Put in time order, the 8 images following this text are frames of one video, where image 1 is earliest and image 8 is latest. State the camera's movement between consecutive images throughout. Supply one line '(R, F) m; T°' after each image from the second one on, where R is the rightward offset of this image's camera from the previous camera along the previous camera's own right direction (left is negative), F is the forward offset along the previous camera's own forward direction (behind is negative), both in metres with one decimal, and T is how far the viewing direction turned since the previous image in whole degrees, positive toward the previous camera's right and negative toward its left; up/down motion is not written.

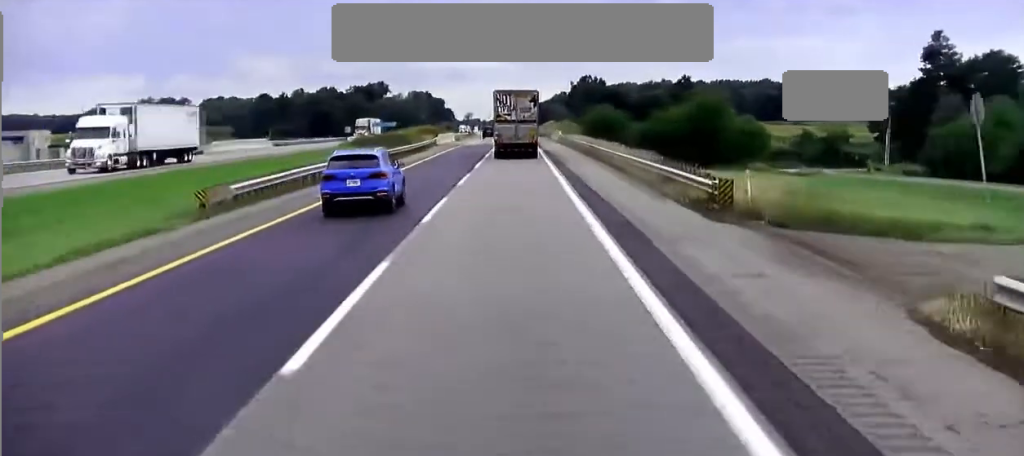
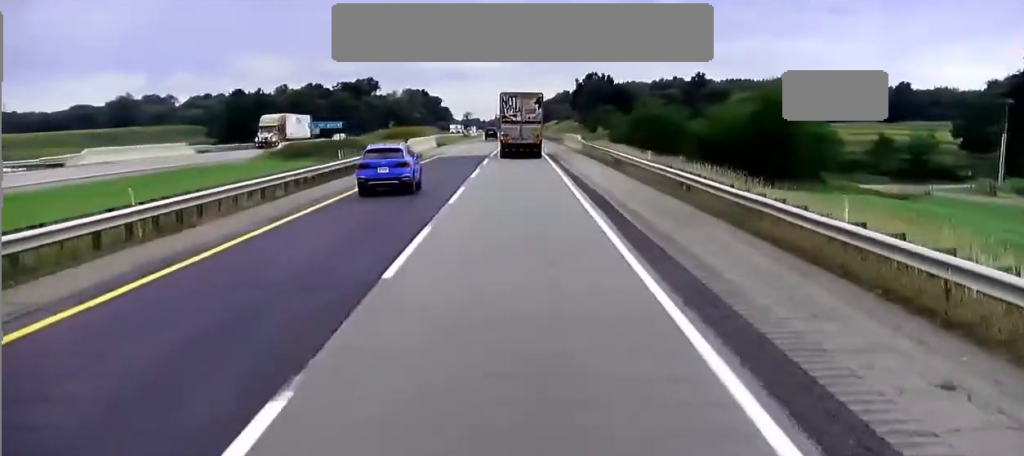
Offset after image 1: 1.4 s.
(+0.2, +42.1) m; 0°
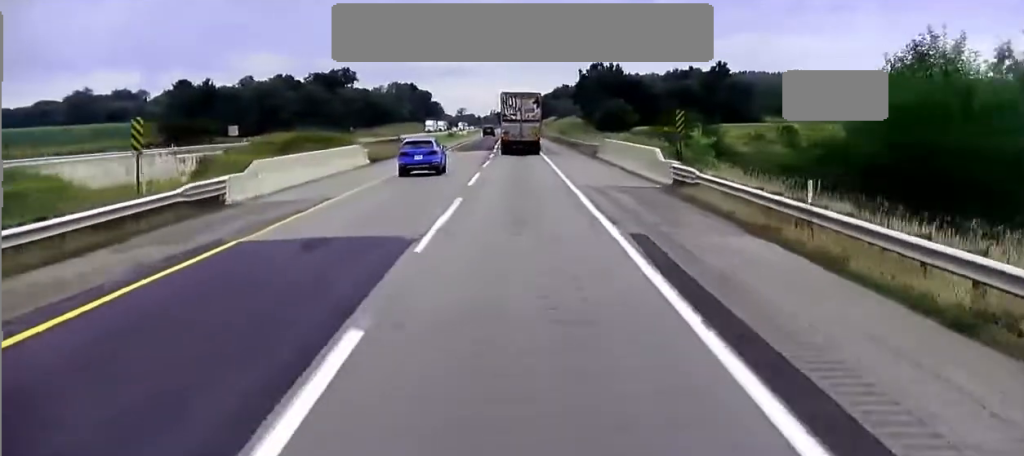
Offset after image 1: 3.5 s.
(-0.2, +56.1) m; 0°
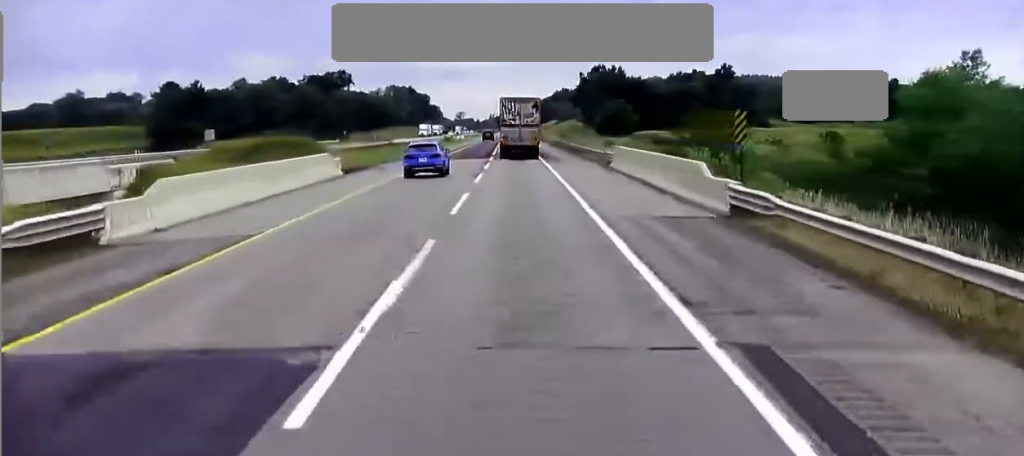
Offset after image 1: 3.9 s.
(0.0, +9.9) m; 0°
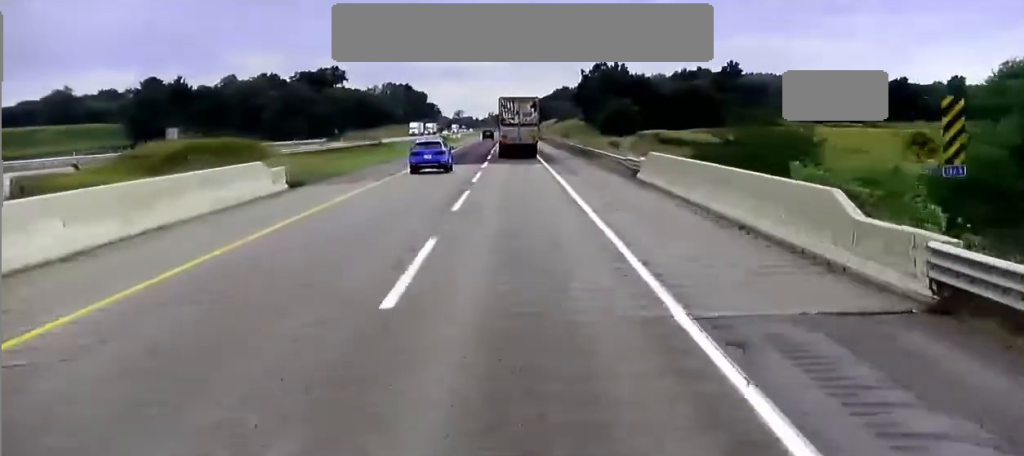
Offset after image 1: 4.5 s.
(0.0, +13.1) m; 0°
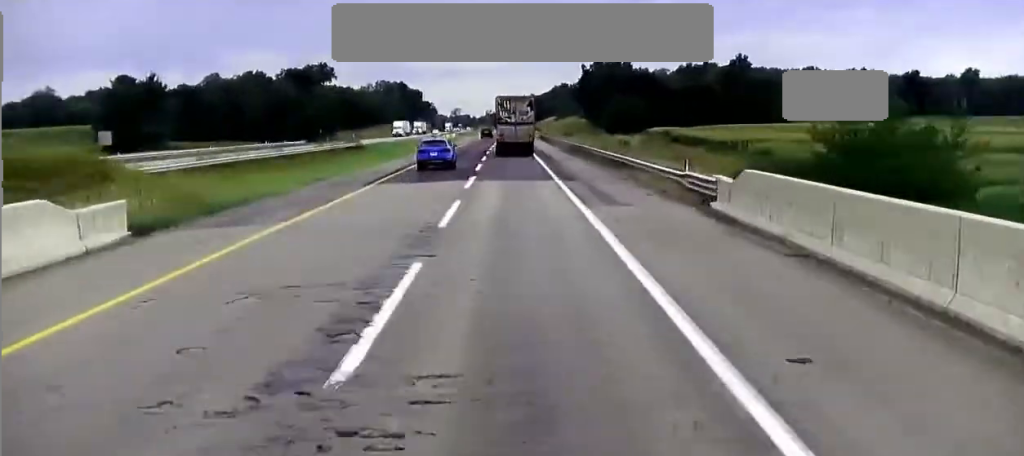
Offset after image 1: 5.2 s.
(0.0, +17.3) m; 0°
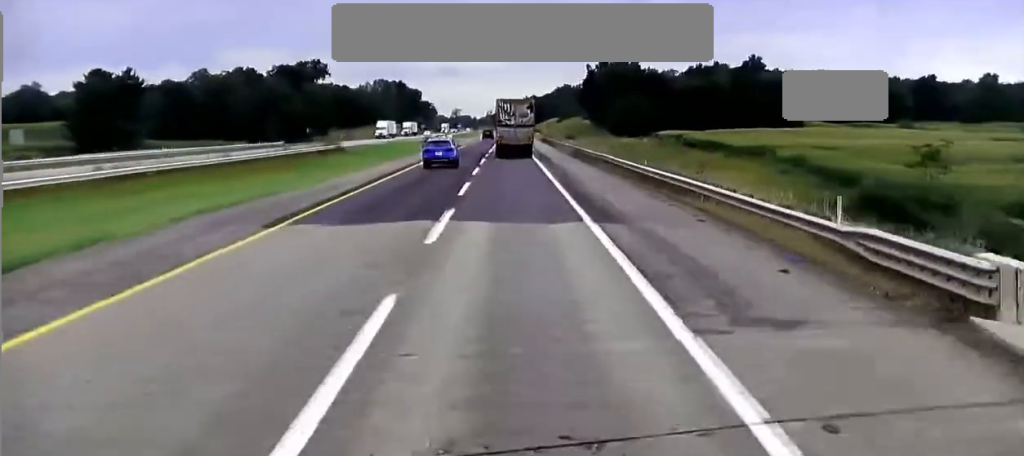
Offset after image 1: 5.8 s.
(+0.1, +18.3) m; 0°
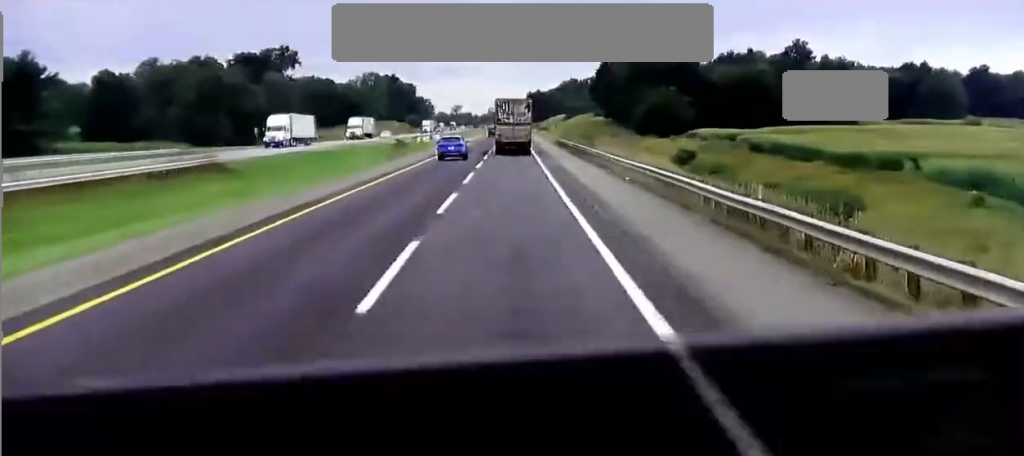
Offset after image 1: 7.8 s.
(-0.1, +55.4) m; 0°
